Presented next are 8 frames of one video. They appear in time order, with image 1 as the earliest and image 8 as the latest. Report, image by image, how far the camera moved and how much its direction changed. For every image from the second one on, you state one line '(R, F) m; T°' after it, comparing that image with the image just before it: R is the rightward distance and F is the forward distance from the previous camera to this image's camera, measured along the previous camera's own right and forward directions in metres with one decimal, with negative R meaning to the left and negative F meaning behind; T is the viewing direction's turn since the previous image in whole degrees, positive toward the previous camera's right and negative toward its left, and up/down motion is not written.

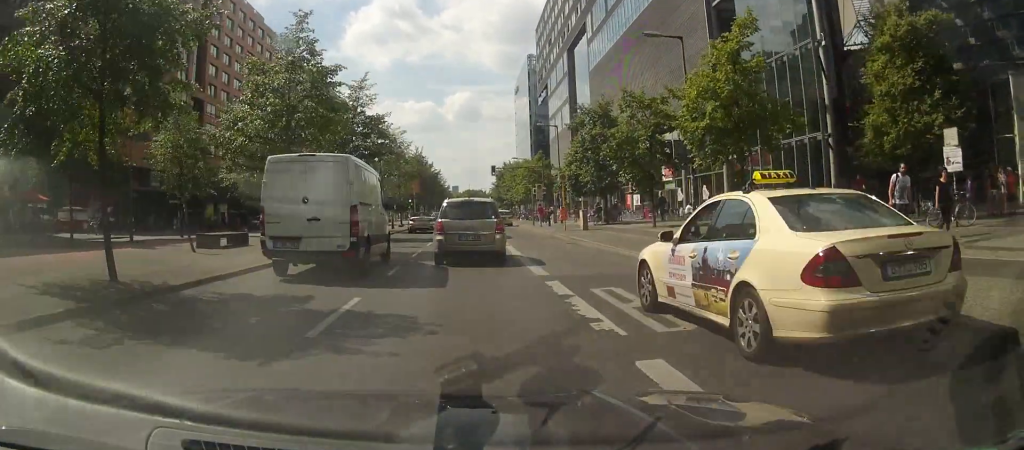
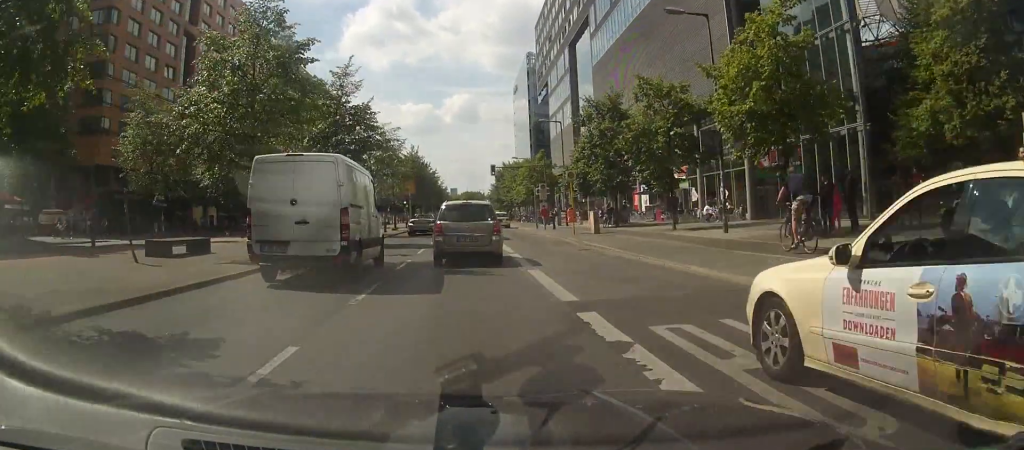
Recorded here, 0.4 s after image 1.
(+0.1, +3.3) m; +1°
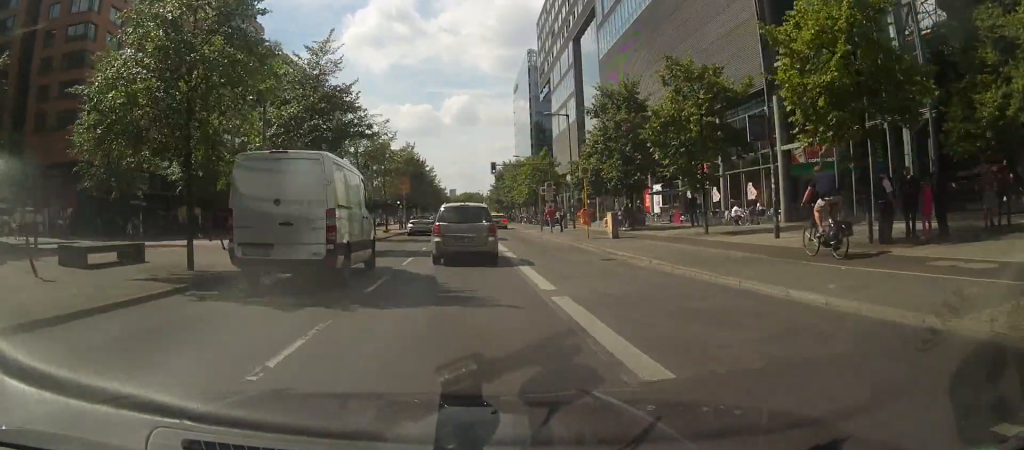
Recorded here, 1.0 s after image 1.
(0.0, +4.1) m; +1°
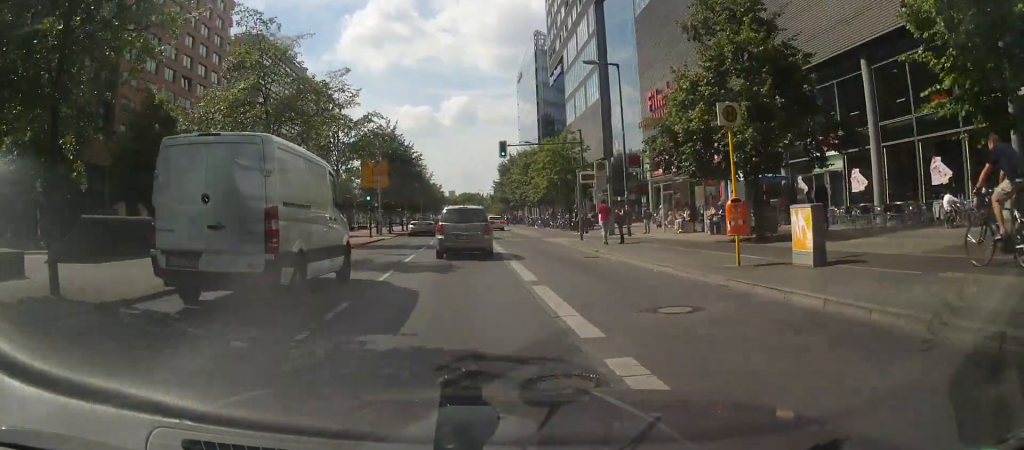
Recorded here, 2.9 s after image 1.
(+0.5, +14.9) m; +1°
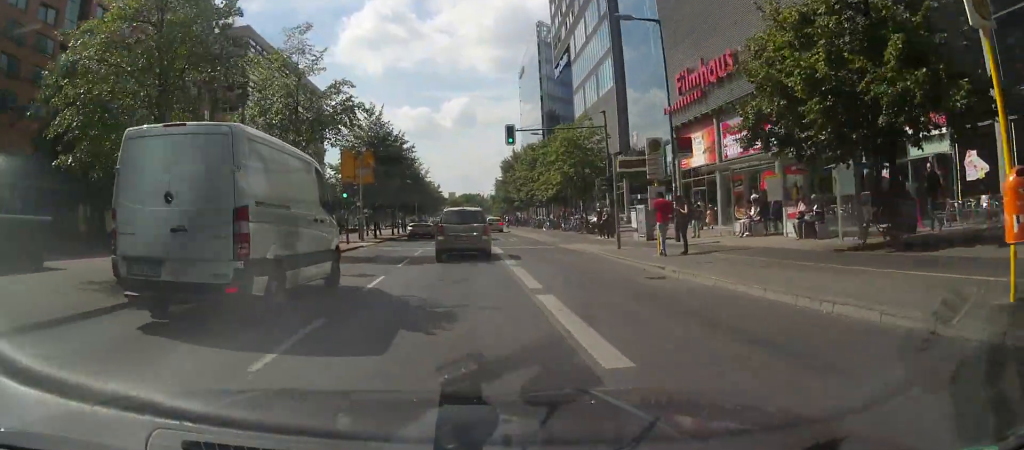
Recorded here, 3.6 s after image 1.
(0.0, +6.3) m; -3°
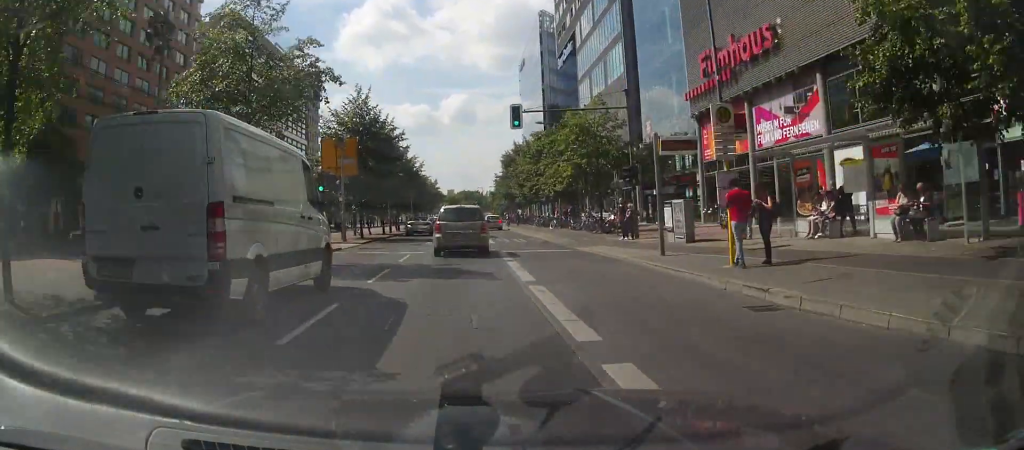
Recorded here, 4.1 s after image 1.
(-0.2, +4.3) m; -2°
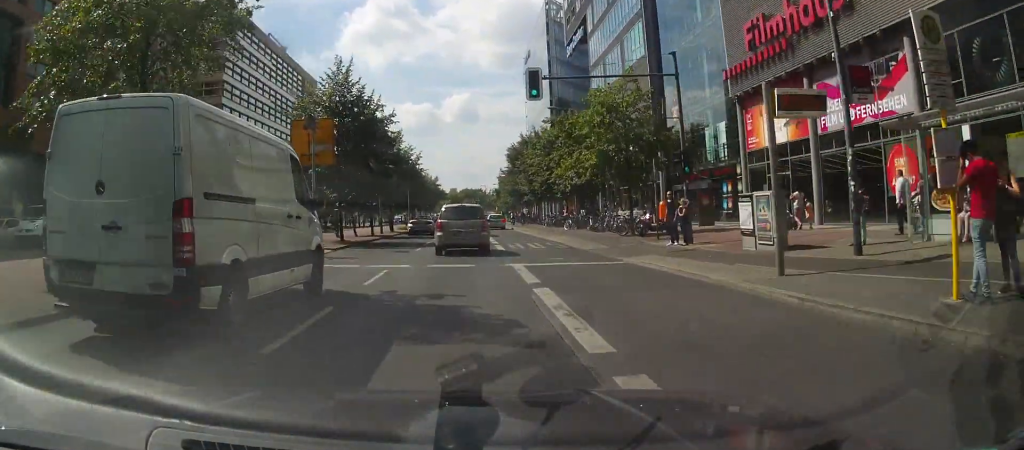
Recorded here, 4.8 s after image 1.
(-0.1, +5.6) m; -1°
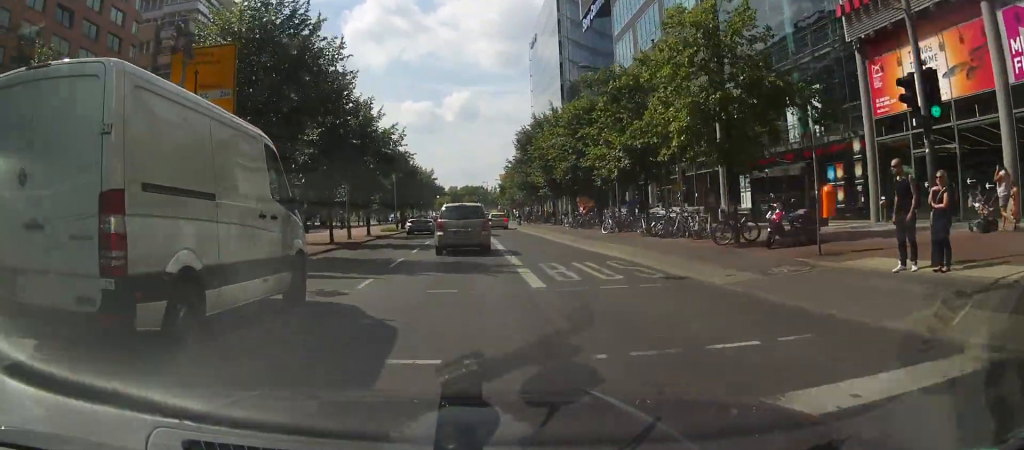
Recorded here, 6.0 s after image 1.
(0.0, +11.1) m; 0°
